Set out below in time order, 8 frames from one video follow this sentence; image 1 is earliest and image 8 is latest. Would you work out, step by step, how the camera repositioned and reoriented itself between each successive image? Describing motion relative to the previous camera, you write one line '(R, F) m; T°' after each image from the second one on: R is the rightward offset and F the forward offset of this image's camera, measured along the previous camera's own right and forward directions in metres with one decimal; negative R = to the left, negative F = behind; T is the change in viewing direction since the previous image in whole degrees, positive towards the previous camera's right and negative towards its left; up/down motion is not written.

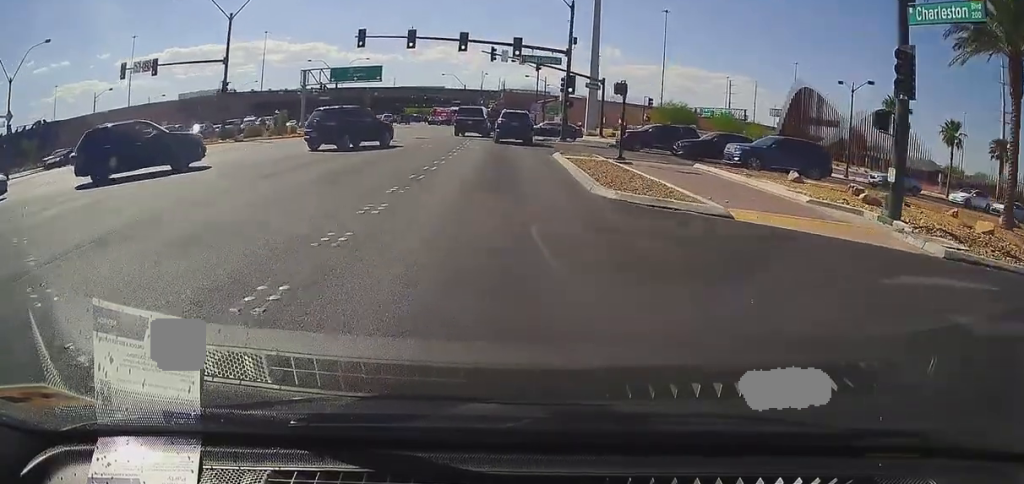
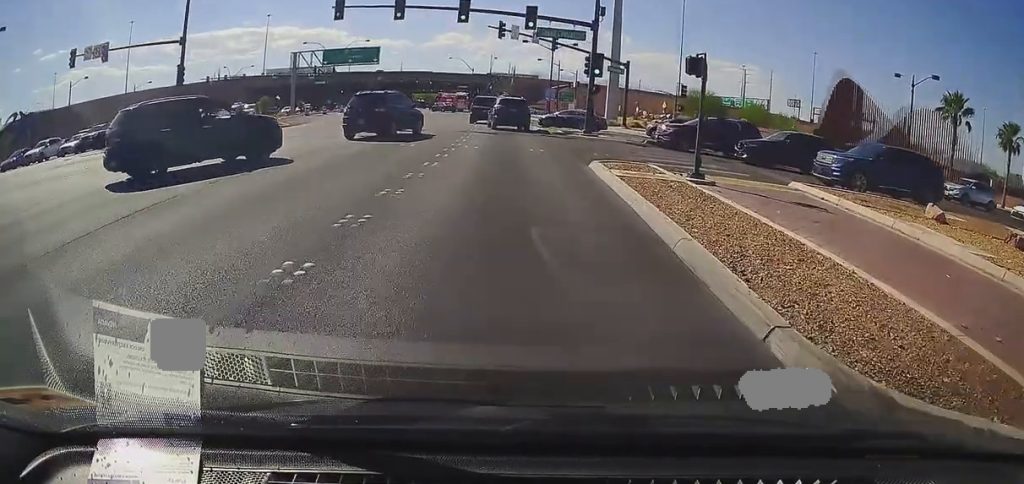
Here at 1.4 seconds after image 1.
(-0.1, +5.8) m; -1°
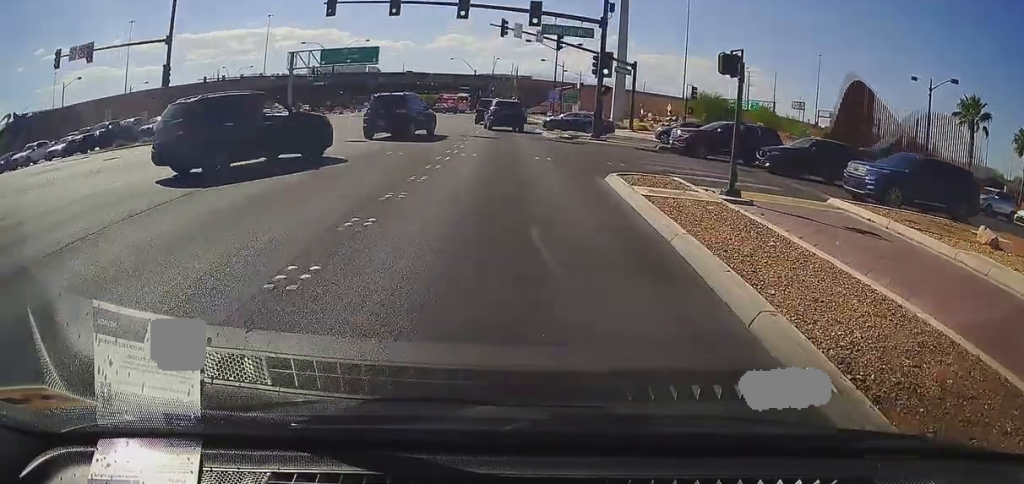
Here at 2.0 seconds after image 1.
(0.0, +2.1) m; -1°
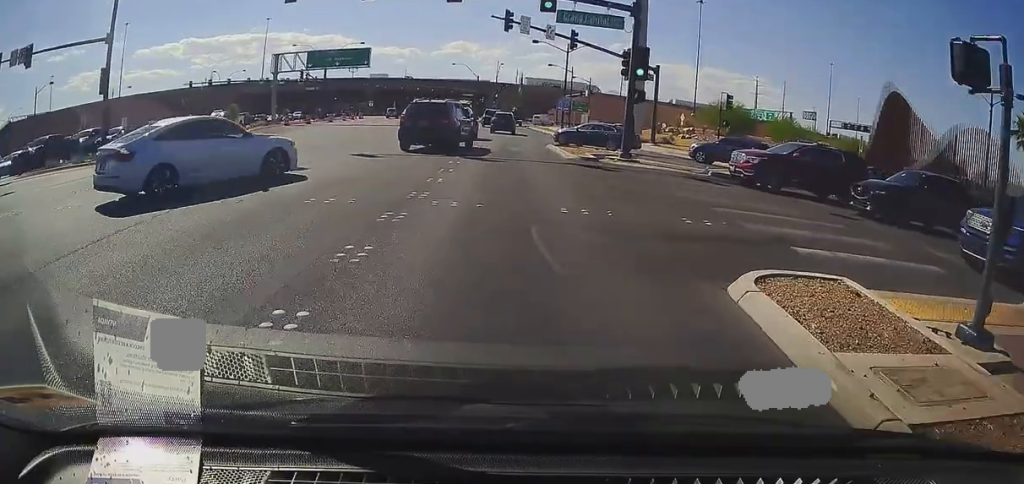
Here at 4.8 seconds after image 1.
(-0.1, +7.7) m; +1°
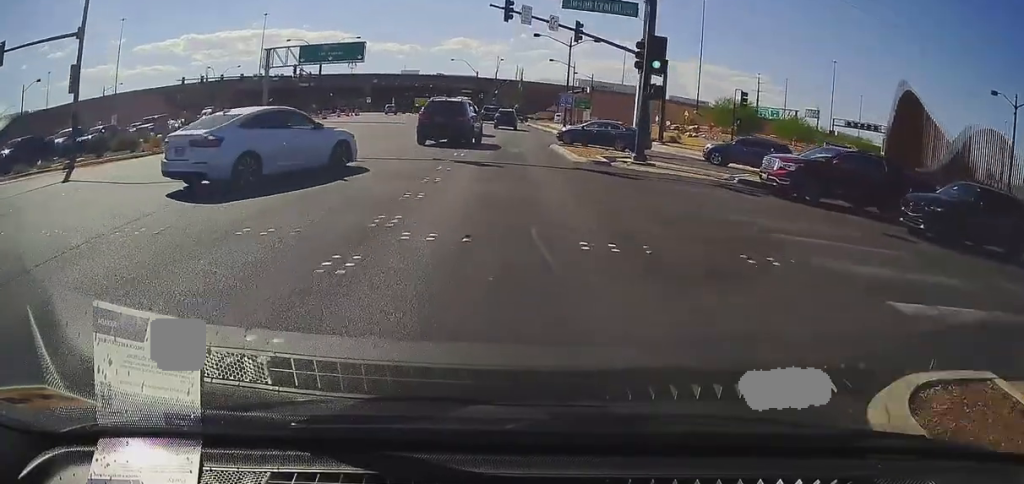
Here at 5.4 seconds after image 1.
(0.0, +2.1) m; +1°
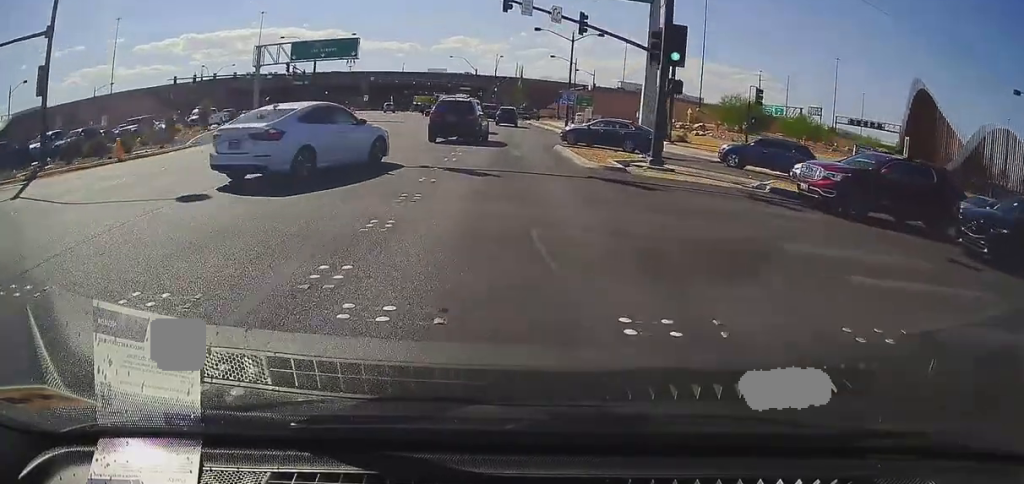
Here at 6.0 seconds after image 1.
(+0.1, +2.2) m; 0°
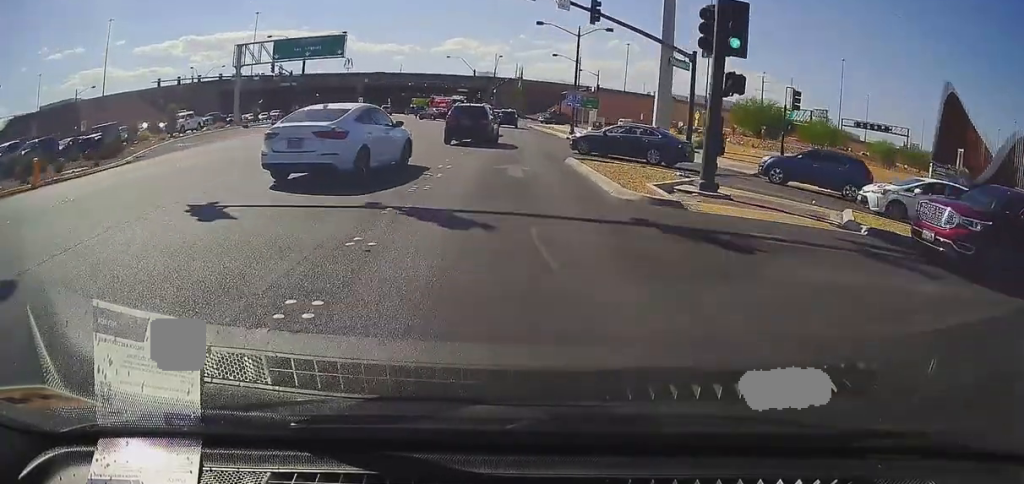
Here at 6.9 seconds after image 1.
(-0.1, +4.4) m; 0°
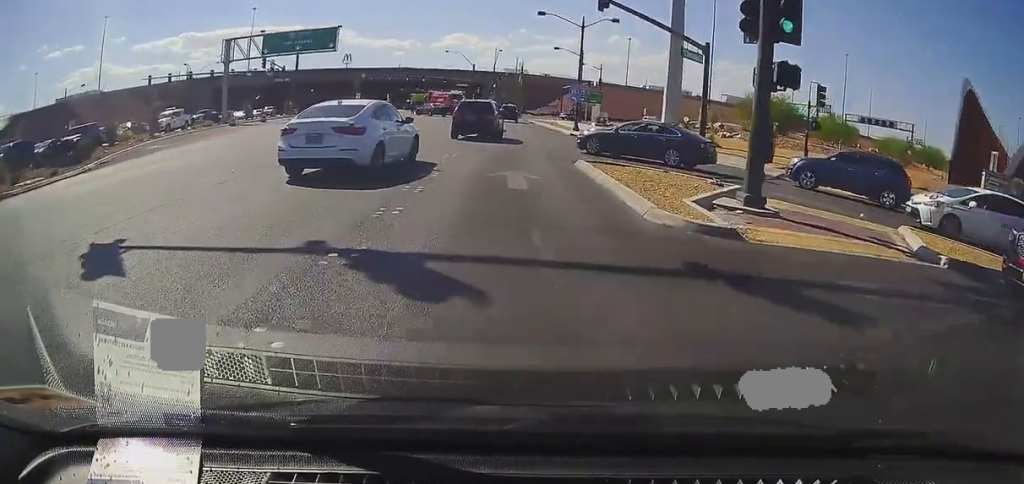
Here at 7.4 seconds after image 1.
(-0.1, +2.3) m; 0°
